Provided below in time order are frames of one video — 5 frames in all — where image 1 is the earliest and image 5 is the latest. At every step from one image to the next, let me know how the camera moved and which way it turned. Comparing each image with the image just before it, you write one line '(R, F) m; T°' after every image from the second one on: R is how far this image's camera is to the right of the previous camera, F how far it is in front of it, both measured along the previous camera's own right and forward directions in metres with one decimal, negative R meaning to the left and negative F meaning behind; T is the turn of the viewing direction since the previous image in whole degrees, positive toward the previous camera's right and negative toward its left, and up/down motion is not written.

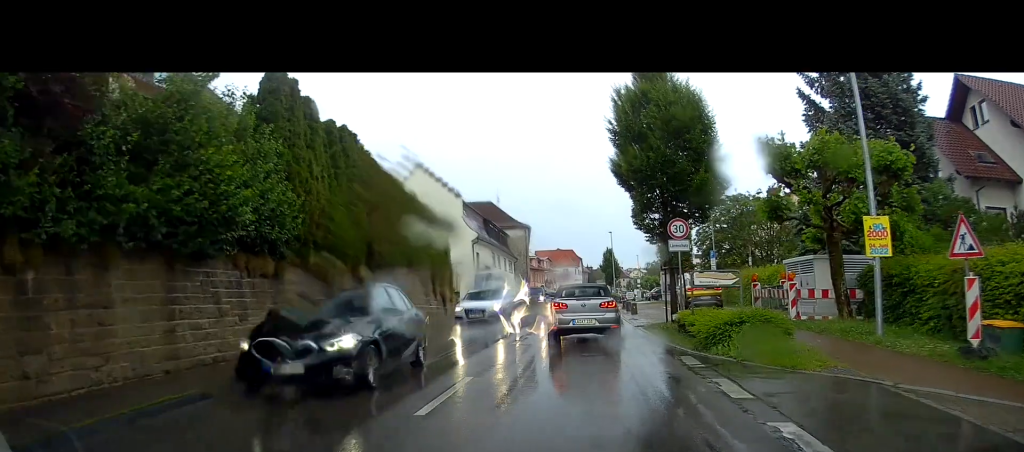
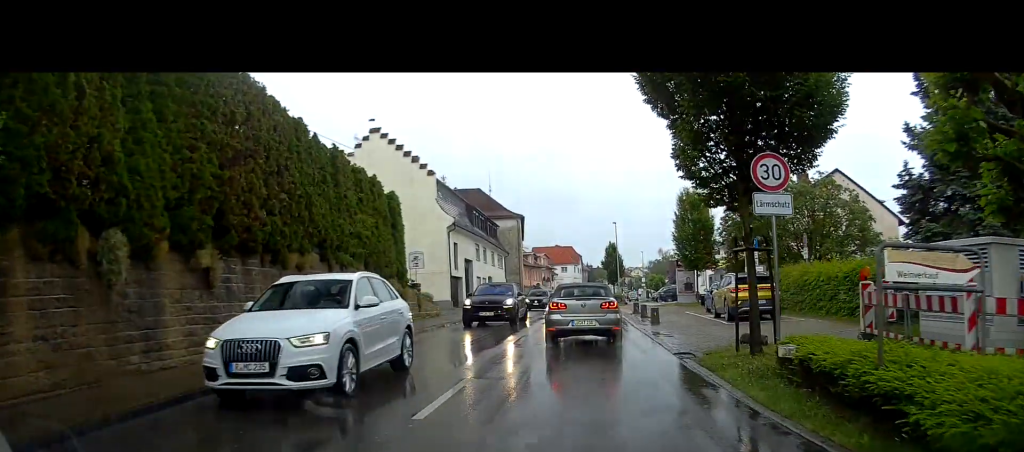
(-0.5, +9.4) m; -3°
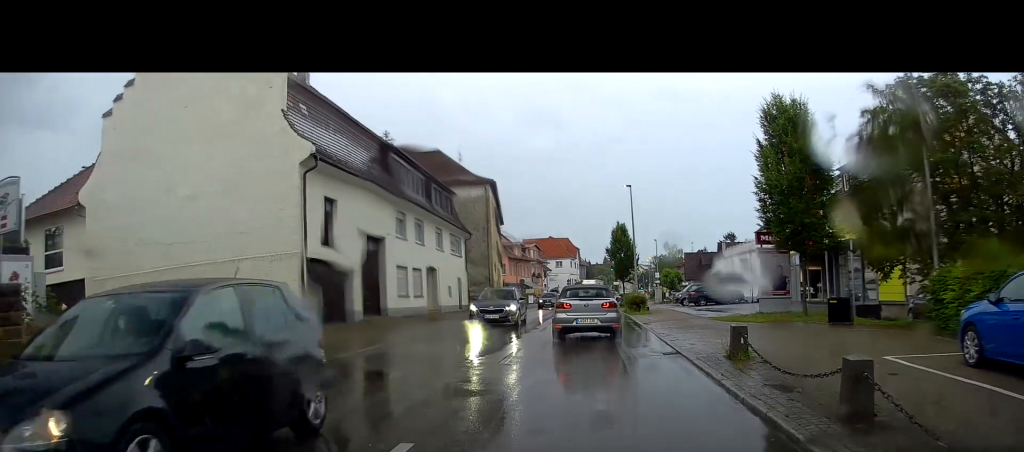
(+0.3, +22.9) m; -1°
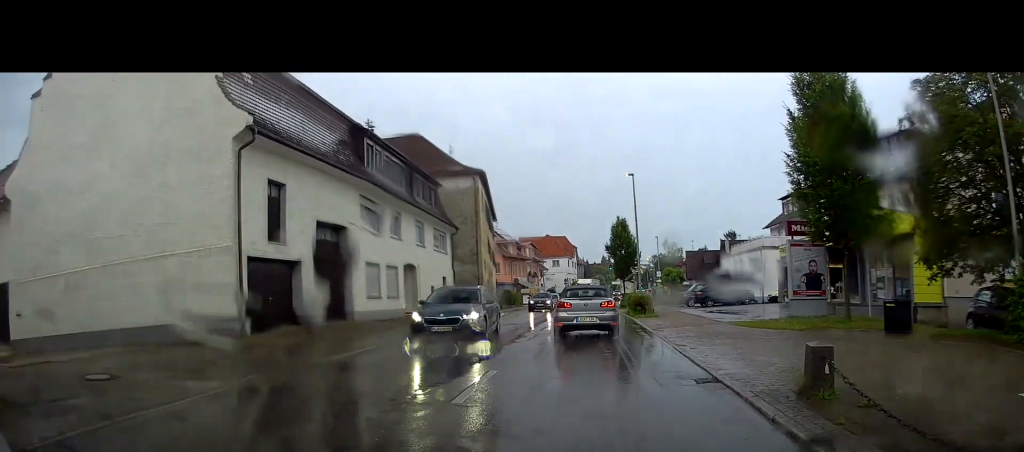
(-0.1, +4.0) m; -1°
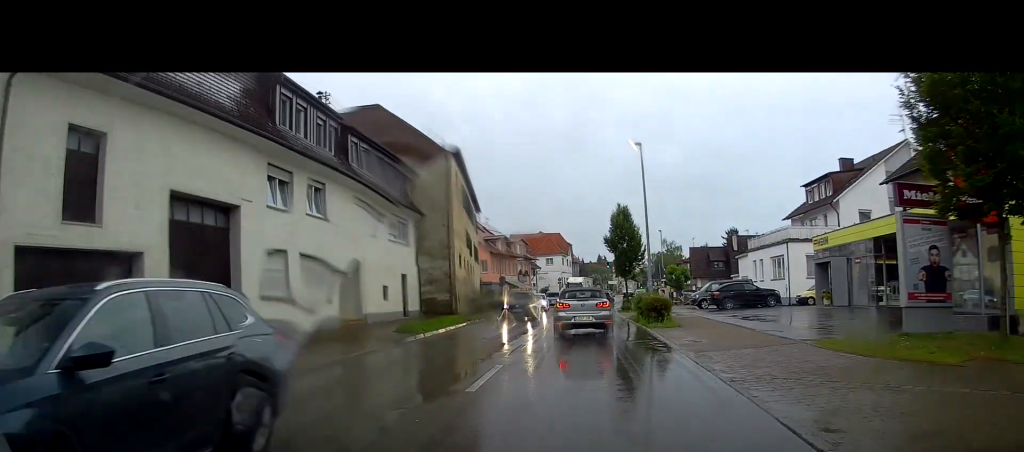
(-0.1, +7.3) m; -1°
